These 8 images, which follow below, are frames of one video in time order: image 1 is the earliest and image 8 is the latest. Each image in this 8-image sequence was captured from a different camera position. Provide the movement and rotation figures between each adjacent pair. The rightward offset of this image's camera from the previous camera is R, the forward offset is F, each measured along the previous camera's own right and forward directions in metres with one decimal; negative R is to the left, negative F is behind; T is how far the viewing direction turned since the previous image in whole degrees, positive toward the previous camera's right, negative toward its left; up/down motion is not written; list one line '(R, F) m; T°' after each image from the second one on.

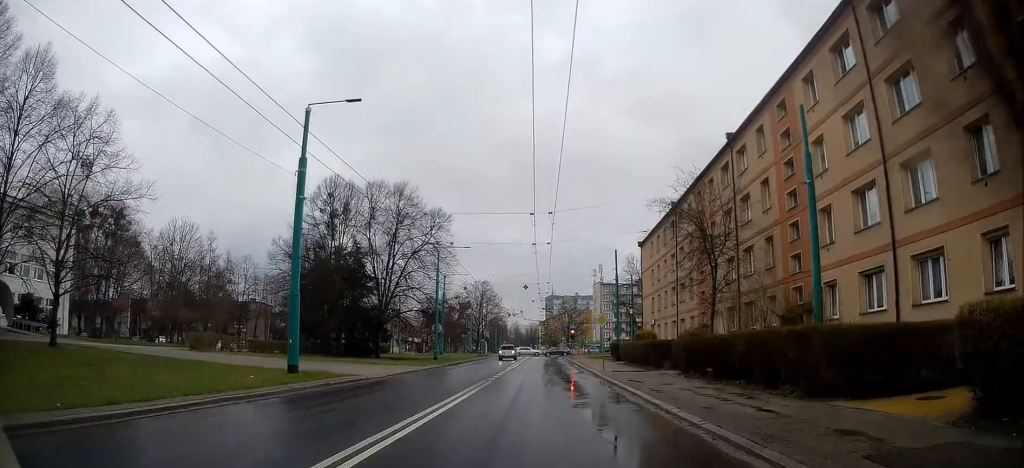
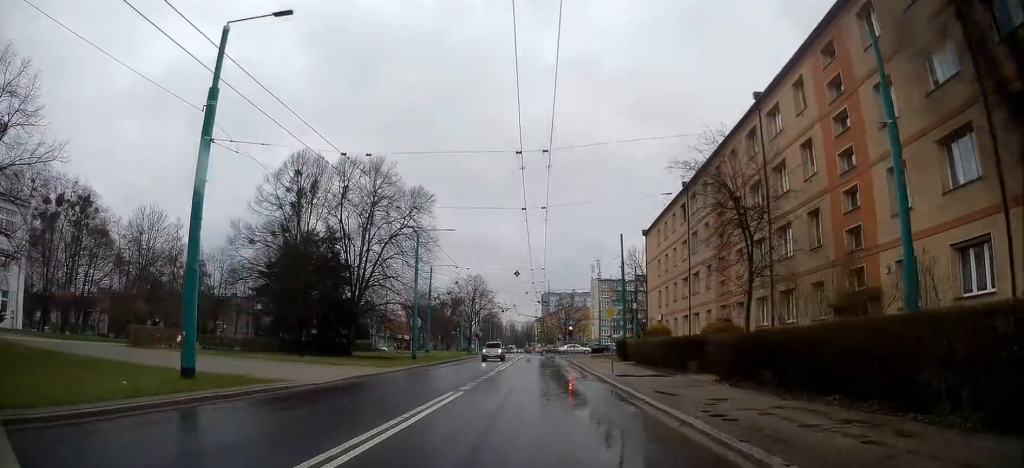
(-0.1, +6.8) m; 0°
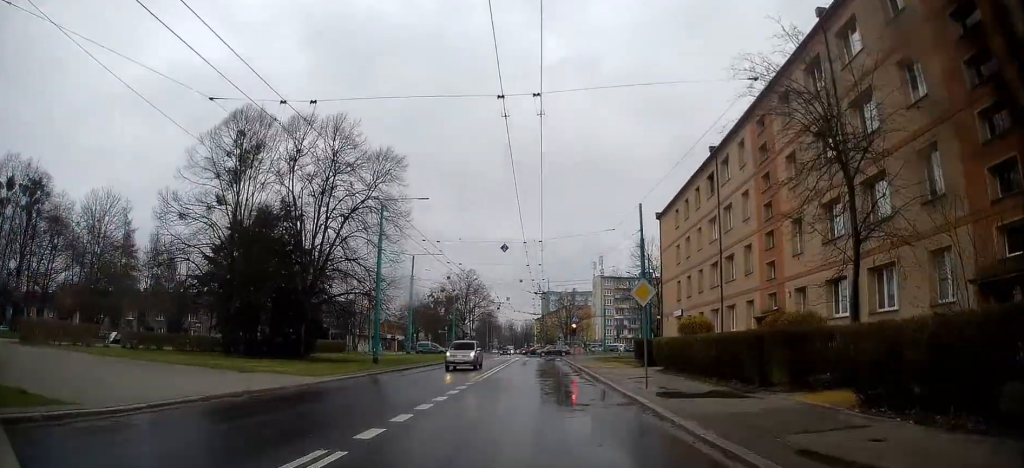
(+0.1, +9.9) m; +1°
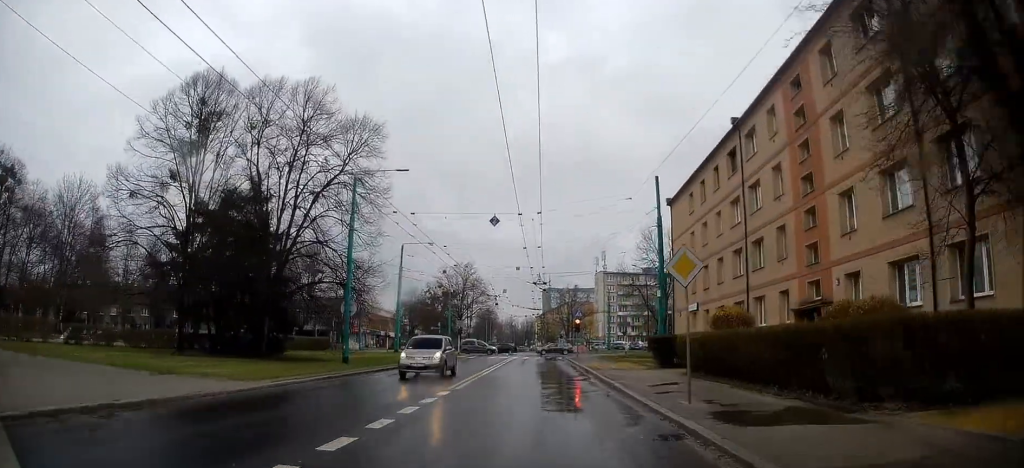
(+0.1, +5.5) m; 0°
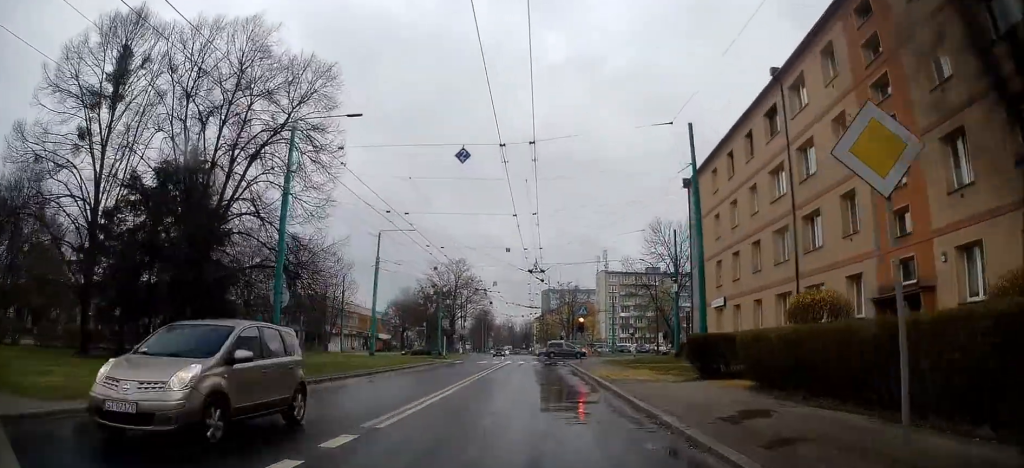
(+0.1, +8.5) m; 0°
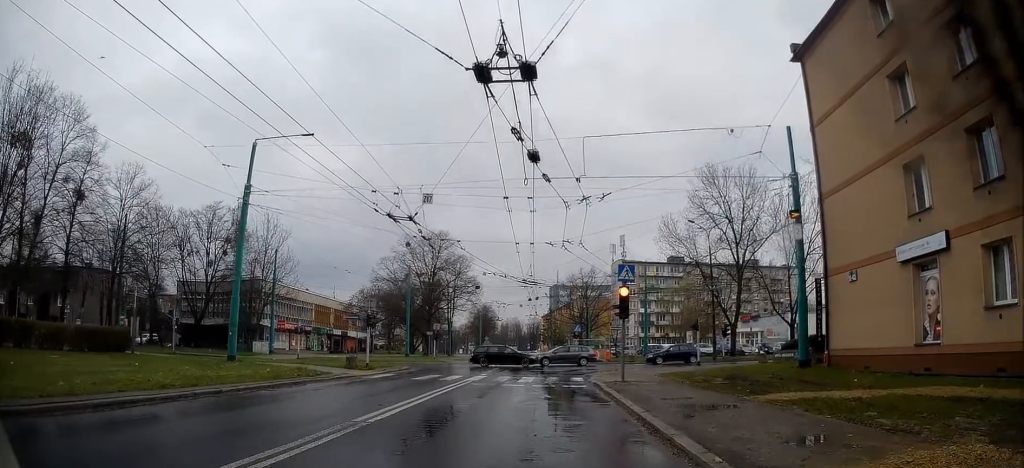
(-0.2, +27.2) m; 0°
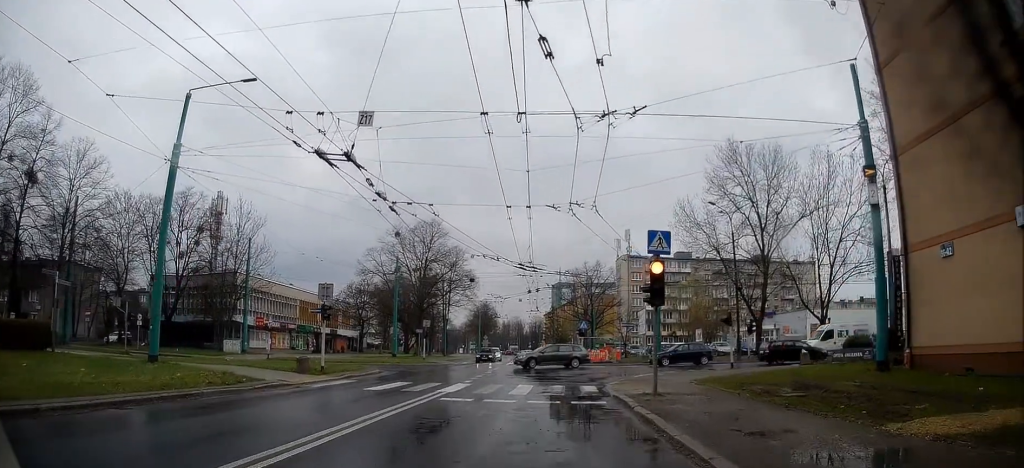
(+0.1, +7.5) m; 0°
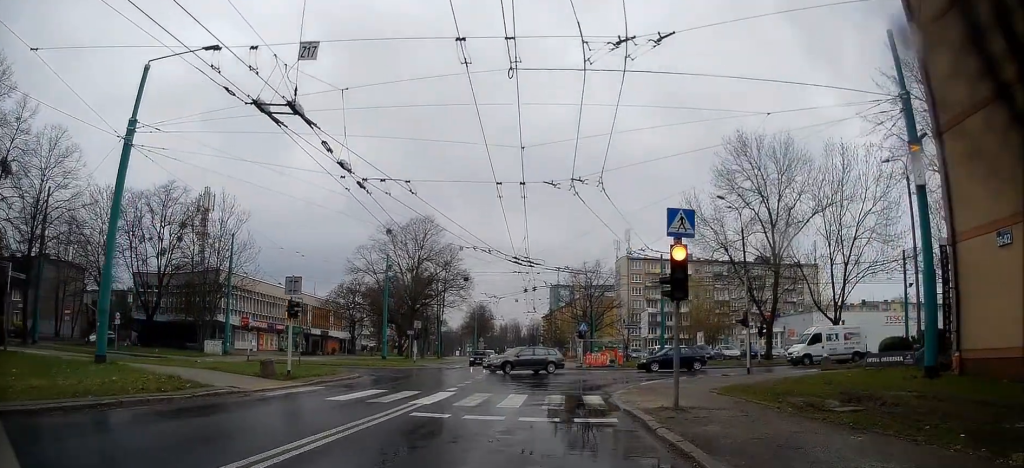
(-0.1, +3.6) m; -1°
